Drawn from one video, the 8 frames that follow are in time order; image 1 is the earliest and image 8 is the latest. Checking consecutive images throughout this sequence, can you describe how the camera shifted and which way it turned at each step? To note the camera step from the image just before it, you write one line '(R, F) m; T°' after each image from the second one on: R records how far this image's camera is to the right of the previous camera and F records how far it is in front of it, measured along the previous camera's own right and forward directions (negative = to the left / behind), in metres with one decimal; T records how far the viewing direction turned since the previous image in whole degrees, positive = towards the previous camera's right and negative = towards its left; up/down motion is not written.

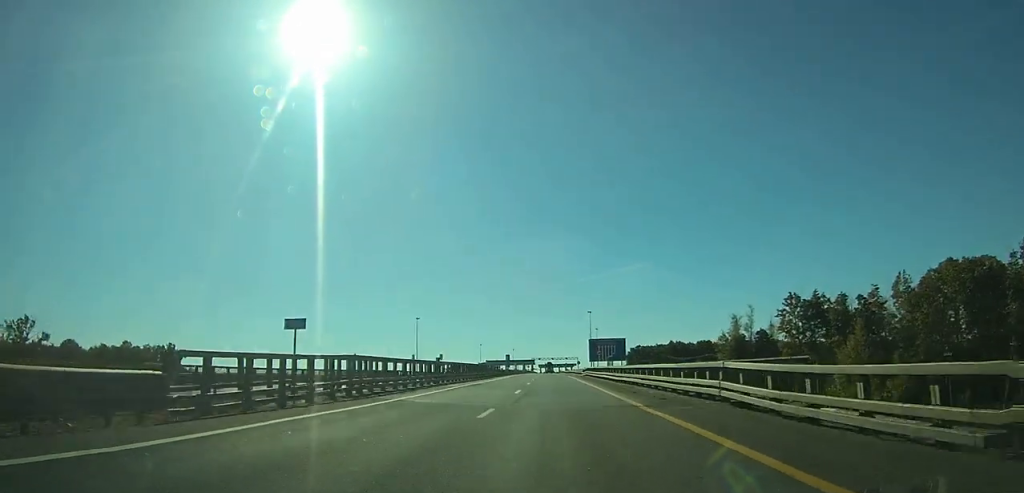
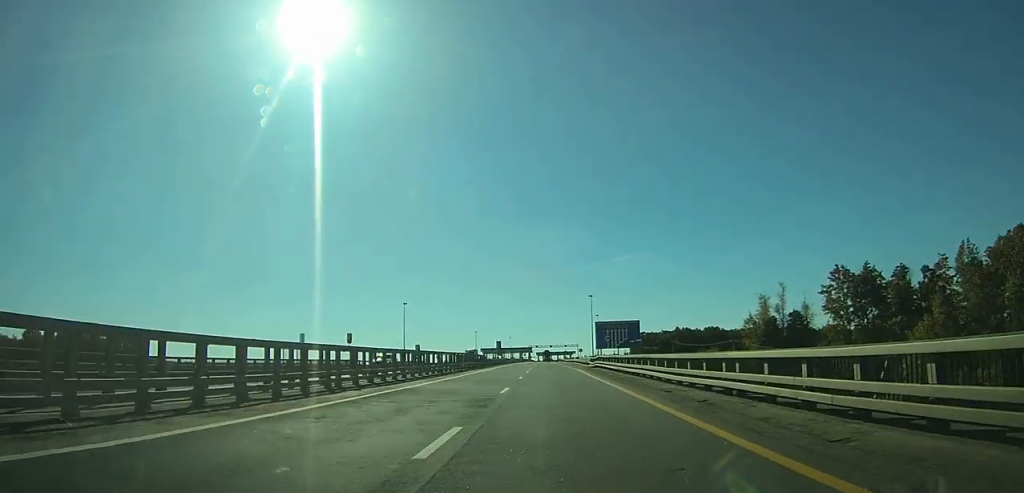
(-0.1, +18.7) m; 0°
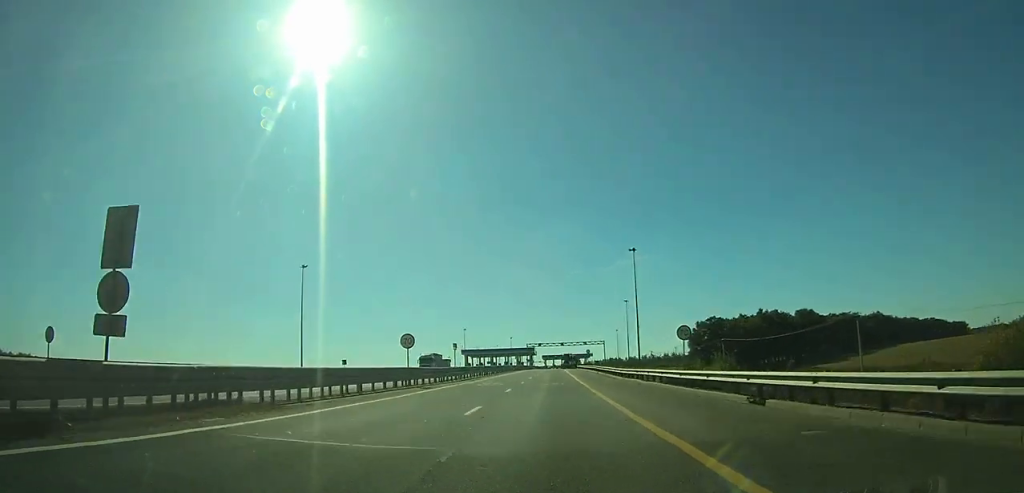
(-0.8, +102.1) m; -1°
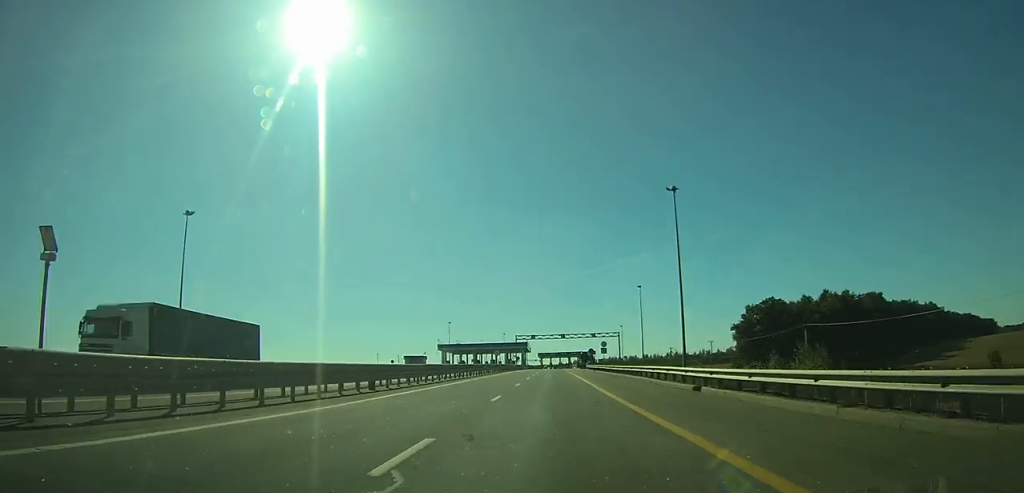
(-0.1, +44.7) m; 0°
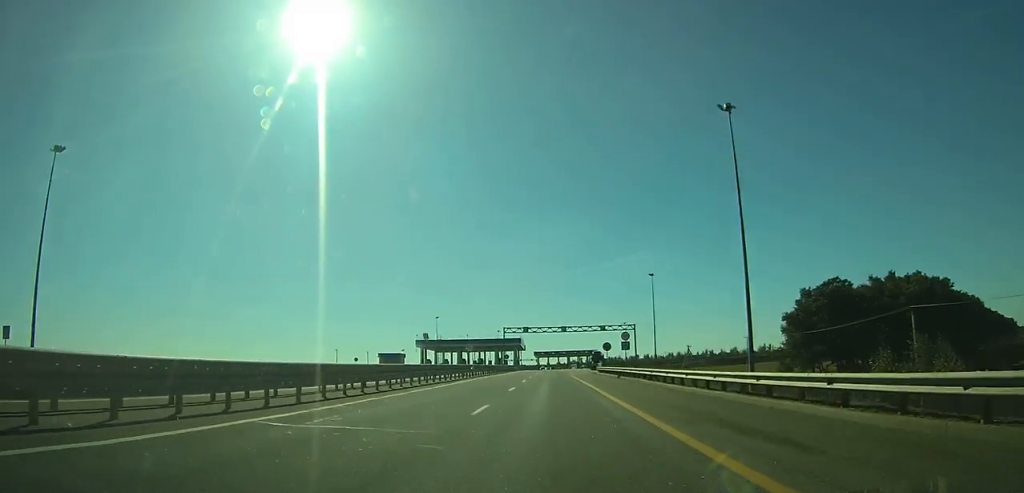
(+0.1, +28.3) m; 0°
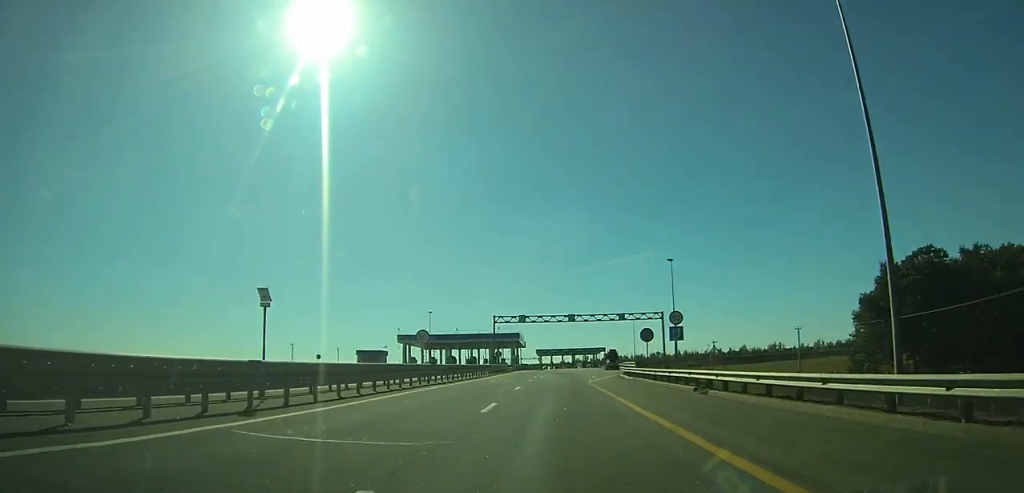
(0.0, +23.7) m; 0°
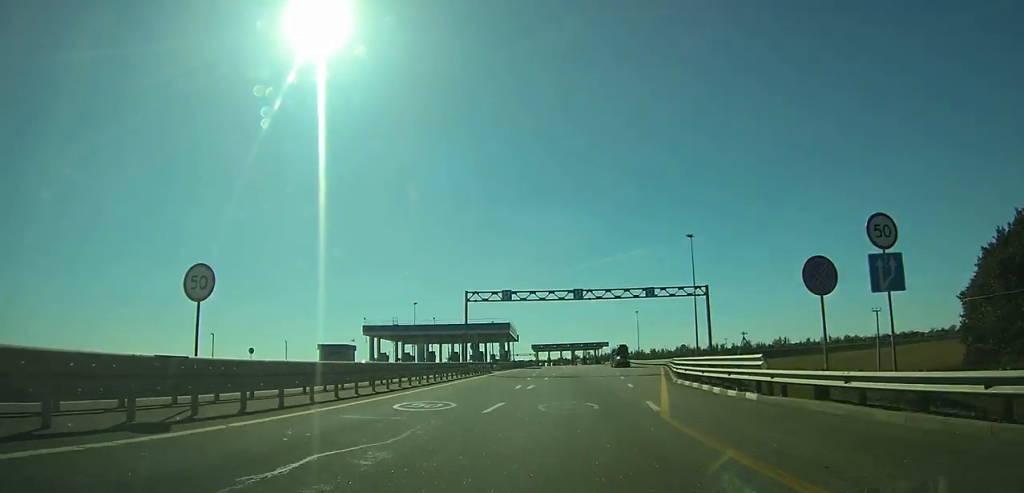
(0.0, +25.1) m; +1°
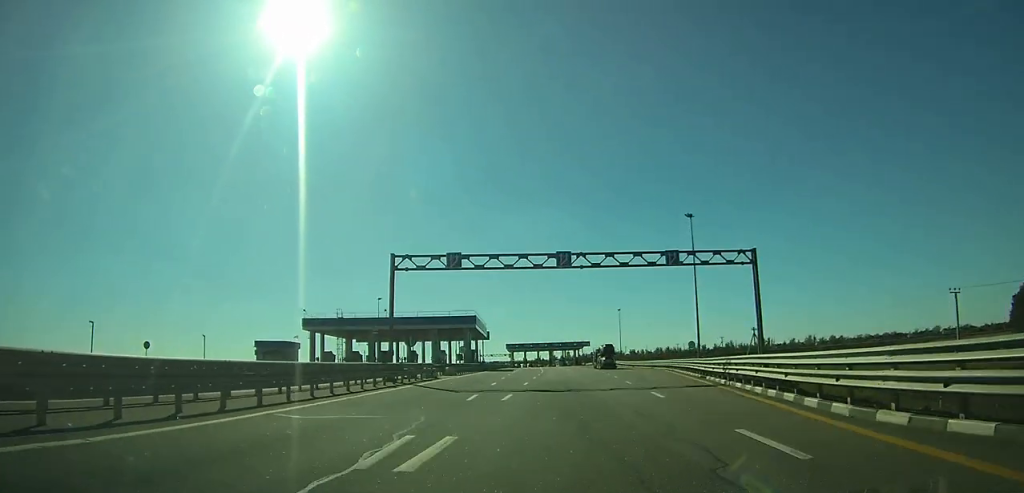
(+0.2, +19.5) m; +1°
